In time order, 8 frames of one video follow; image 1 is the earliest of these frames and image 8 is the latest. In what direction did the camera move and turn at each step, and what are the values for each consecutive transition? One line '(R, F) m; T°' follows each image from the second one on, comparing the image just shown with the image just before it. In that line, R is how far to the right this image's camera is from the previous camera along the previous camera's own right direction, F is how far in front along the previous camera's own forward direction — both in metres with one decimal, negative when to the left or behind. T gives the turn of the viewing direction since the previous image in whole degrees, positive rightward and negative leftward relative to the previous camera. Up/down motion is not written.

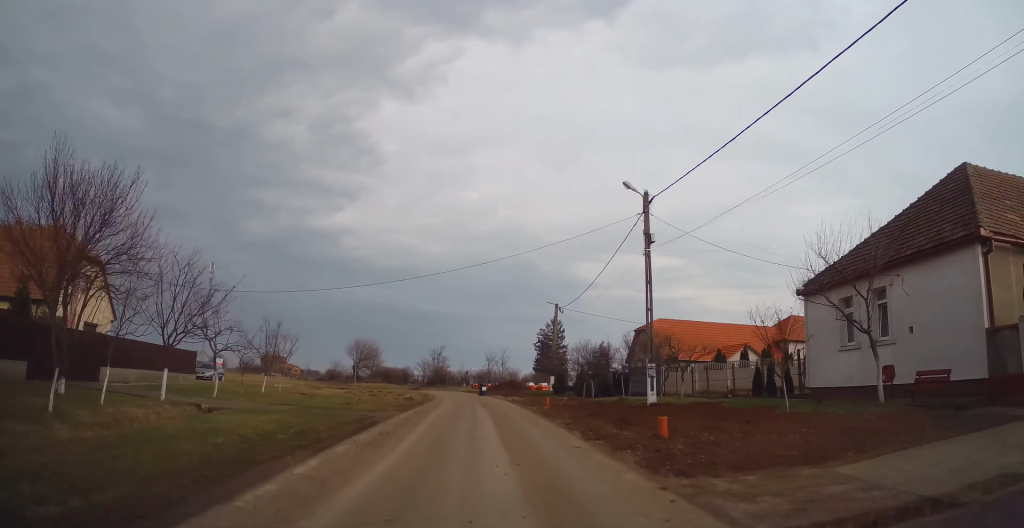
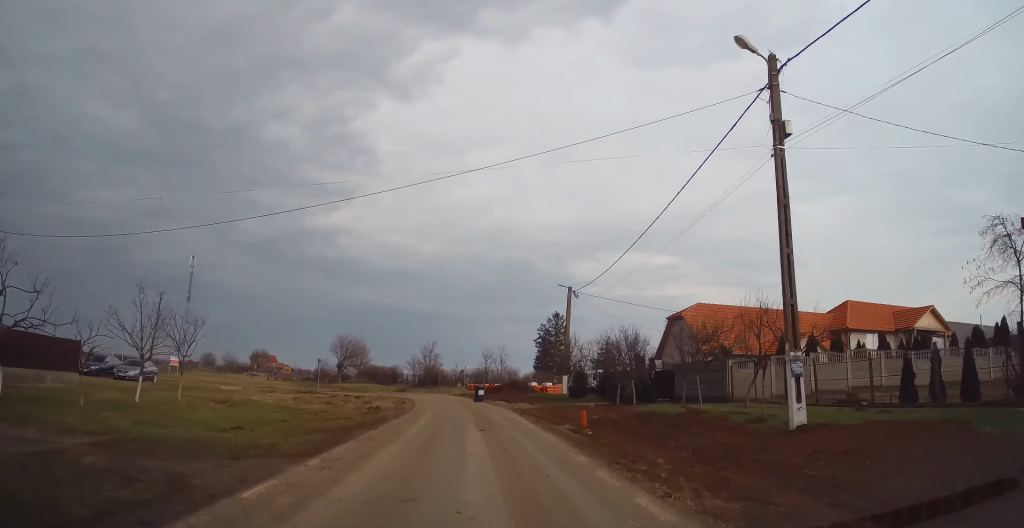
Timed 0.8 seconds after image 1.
(-0.4, +11.3) m; 0°
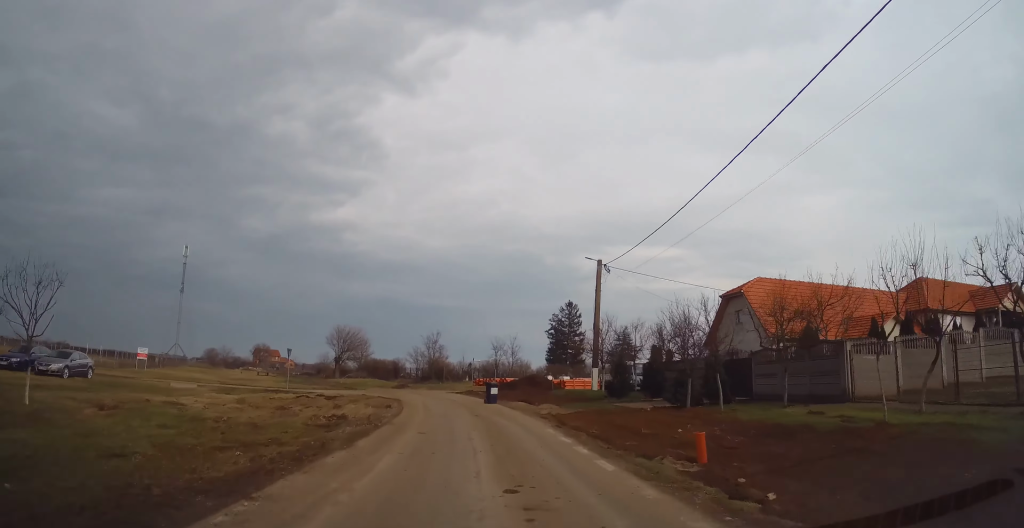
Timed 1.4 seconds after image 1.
(+0.4, +8.7) m; 0°
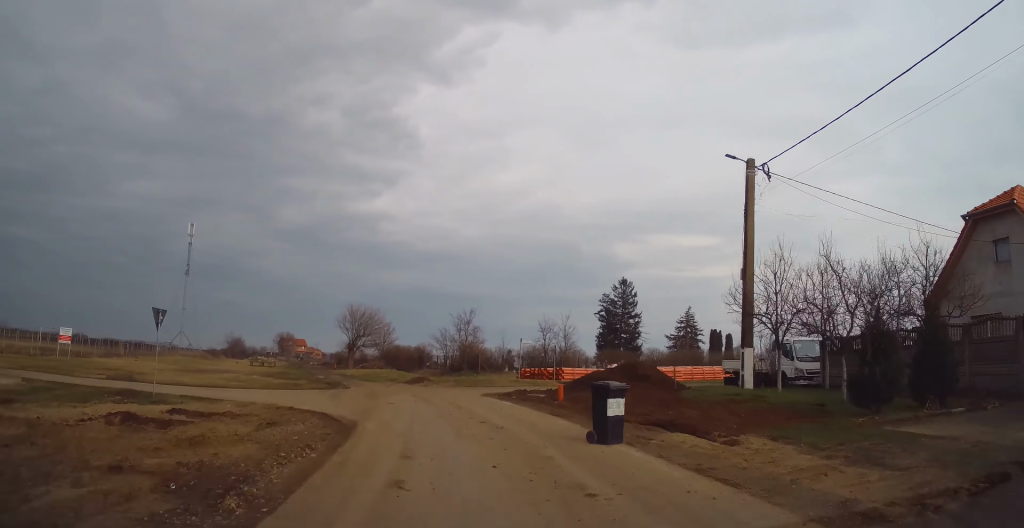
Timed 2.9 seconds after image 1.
(-0.3, +18.7) m; -1°
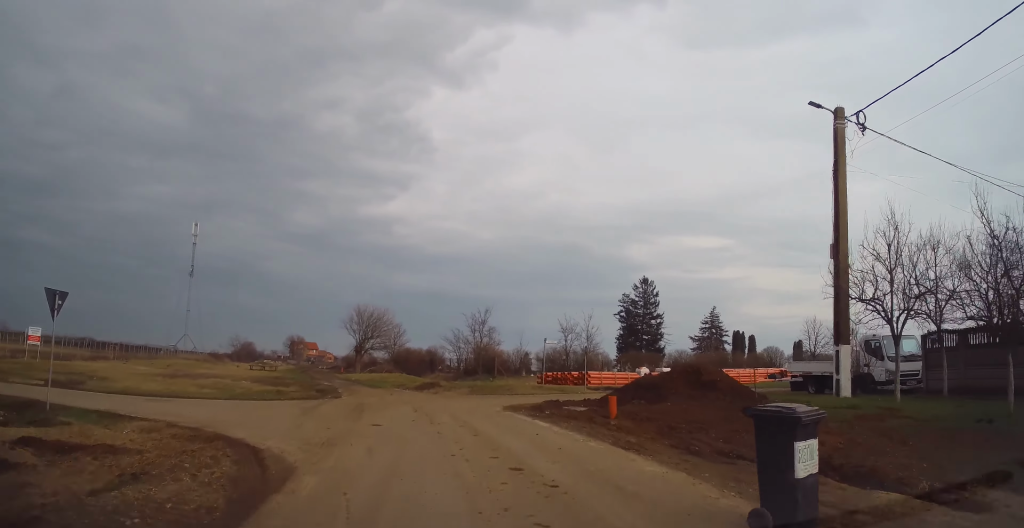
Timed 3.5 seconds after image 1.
(+0.2, +6.1) m; -1°
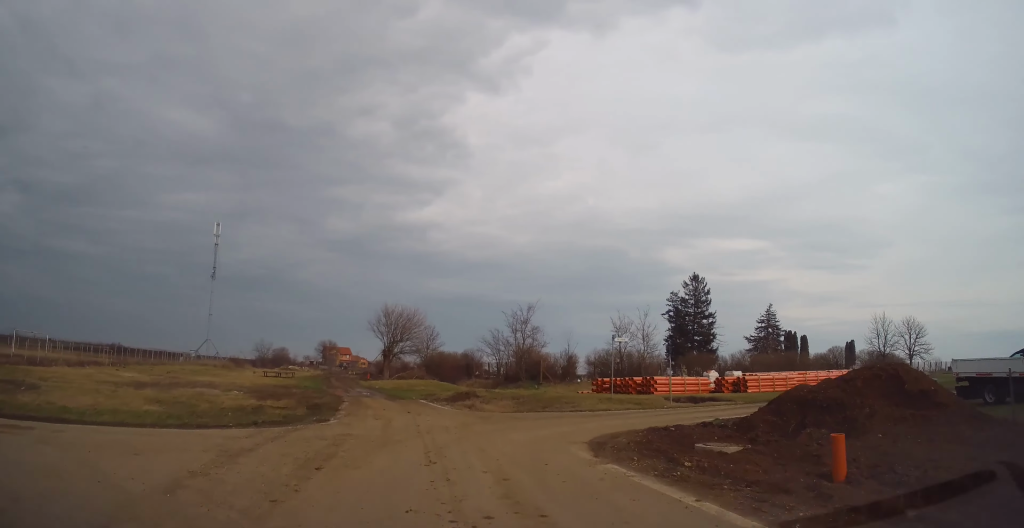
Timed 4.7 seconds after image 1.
(-0.6, +10.7) m; -5°
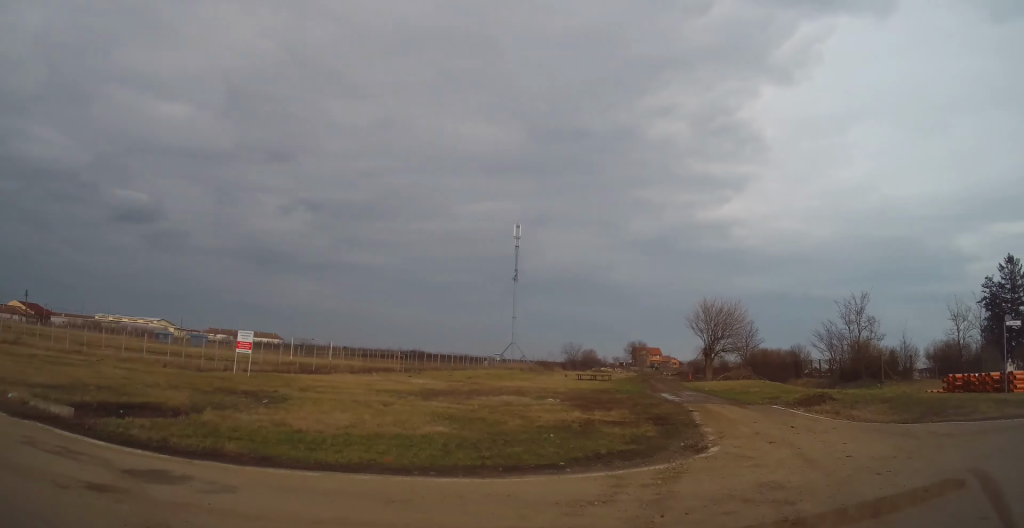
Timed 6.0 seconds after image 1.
(-0.7, +7.3) m; -24°
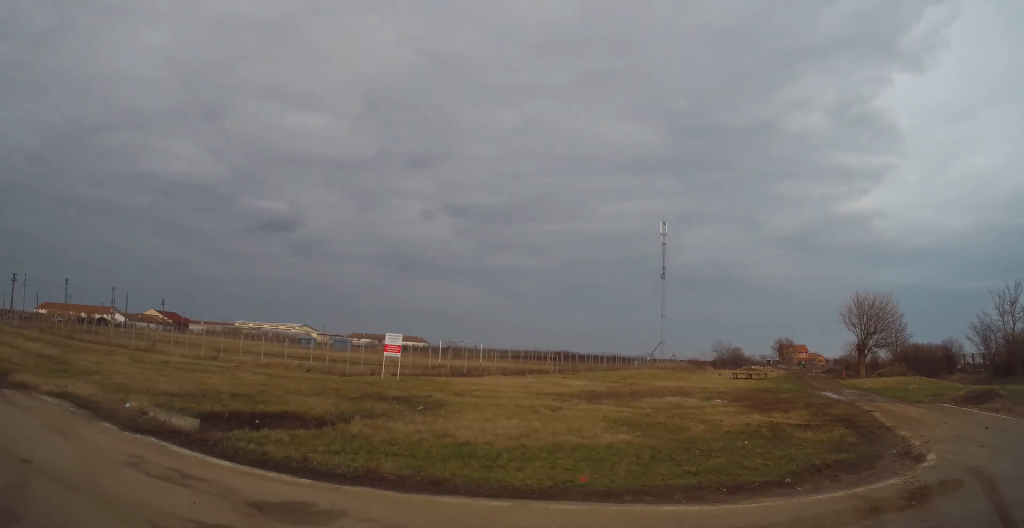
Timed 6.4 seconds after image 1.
(-0.3, +1.9) m; -14°
